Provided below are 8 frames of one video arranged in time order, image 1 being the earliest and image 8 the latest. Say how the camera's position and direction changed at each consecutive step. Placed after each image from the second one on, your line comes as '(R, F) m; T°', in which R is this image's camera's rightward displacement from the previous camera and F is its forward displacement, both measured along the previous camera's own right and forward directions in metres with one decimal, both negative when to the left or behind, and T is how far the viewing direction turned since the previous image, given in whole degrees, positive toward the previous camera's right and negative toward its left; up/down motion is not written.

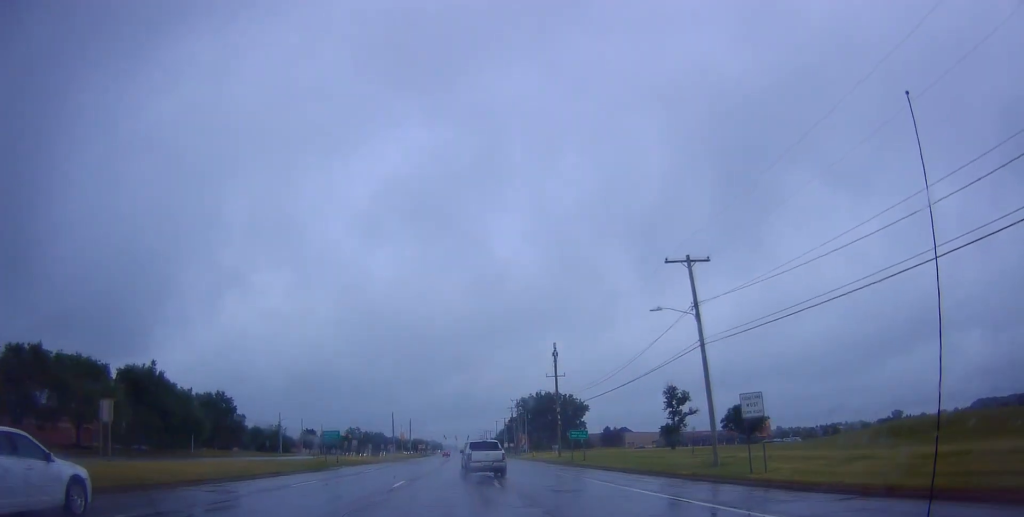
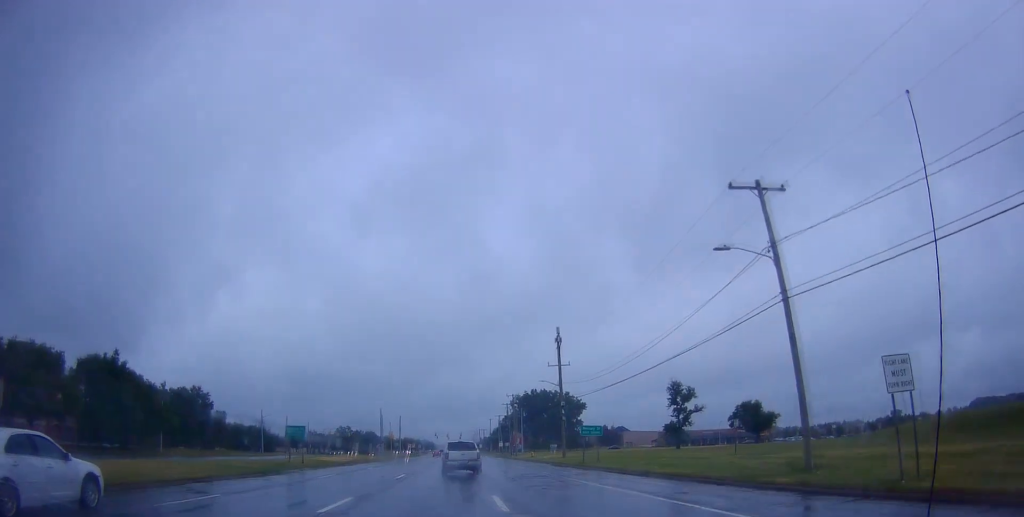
(-0.1, +7.9) m; 0°
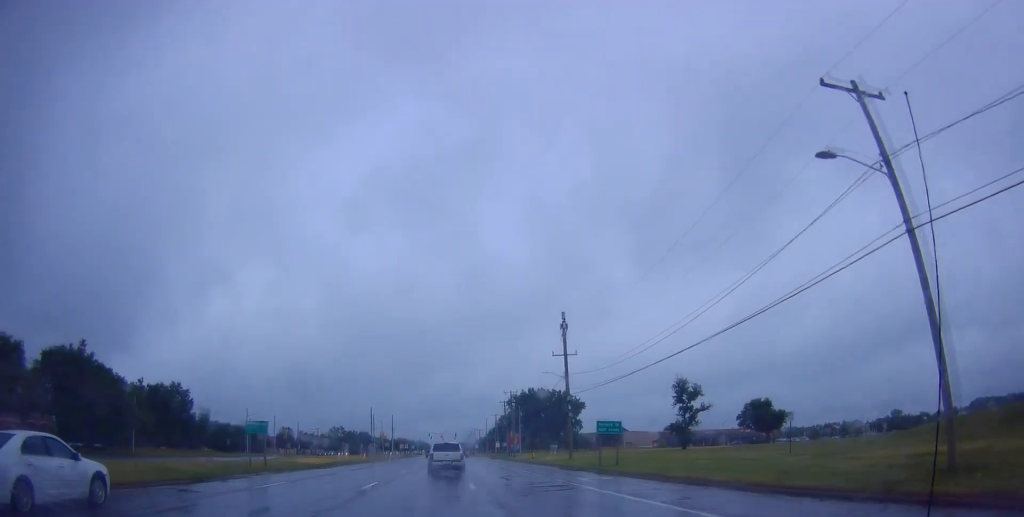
(+0.3, +6.6) m; 0°
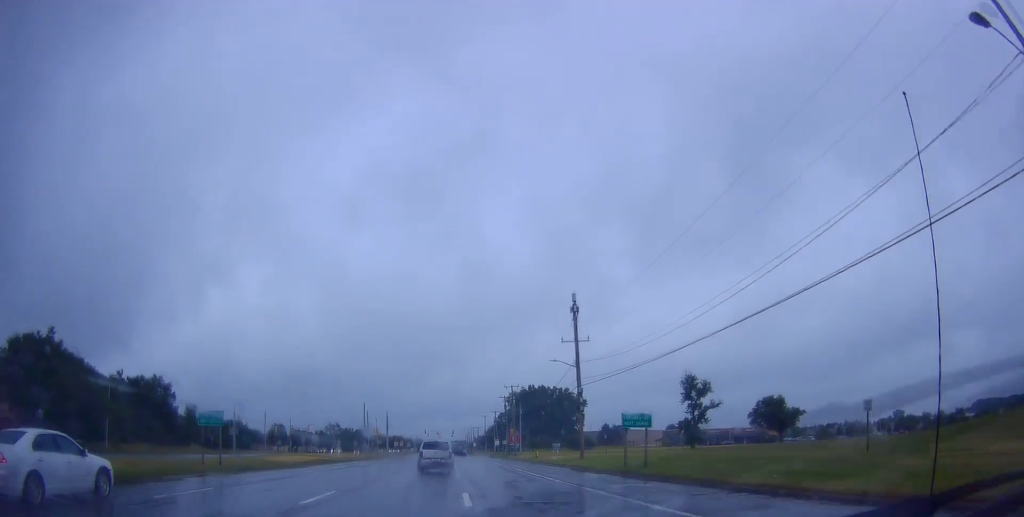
(-0.2, +6.4) m; -1°
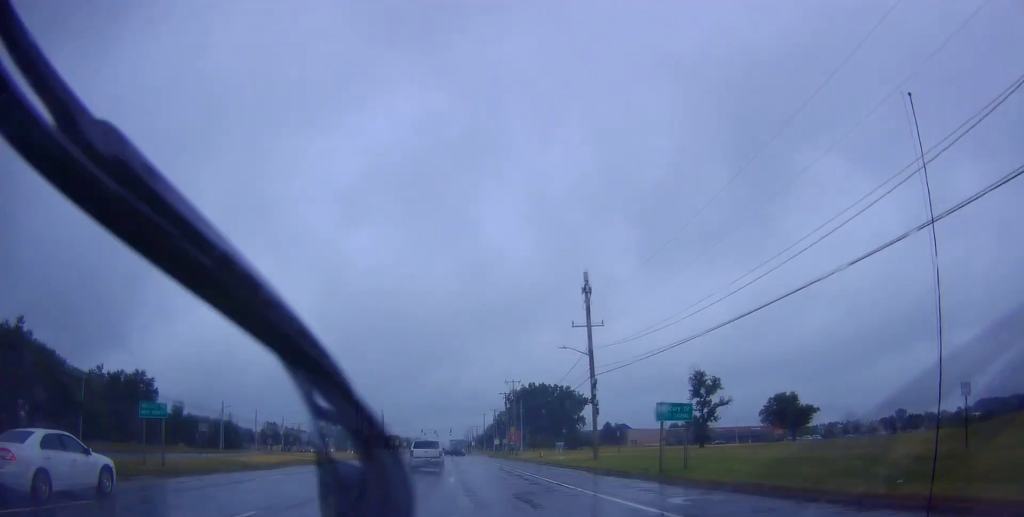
(-0.1, +5.7) m; -1°
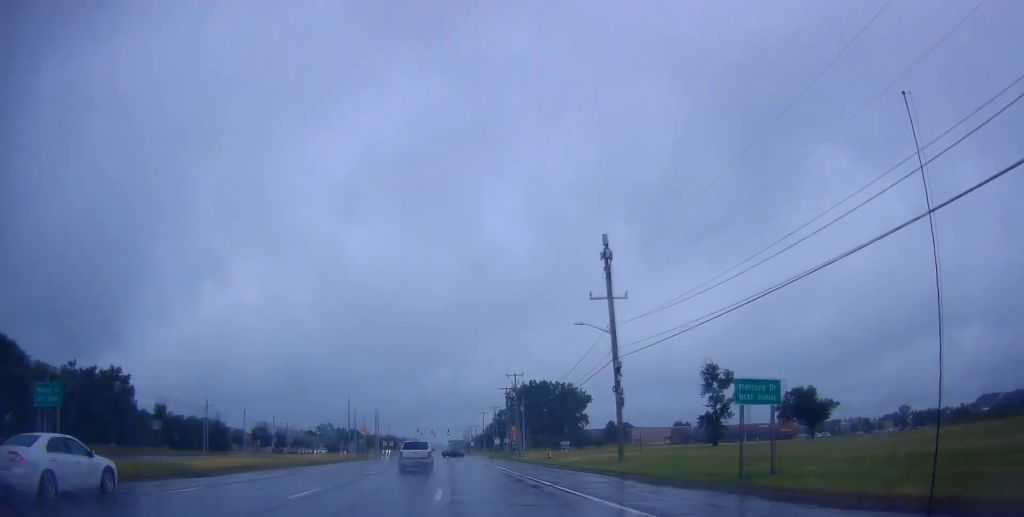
(0.0, +7.4) m; 0°
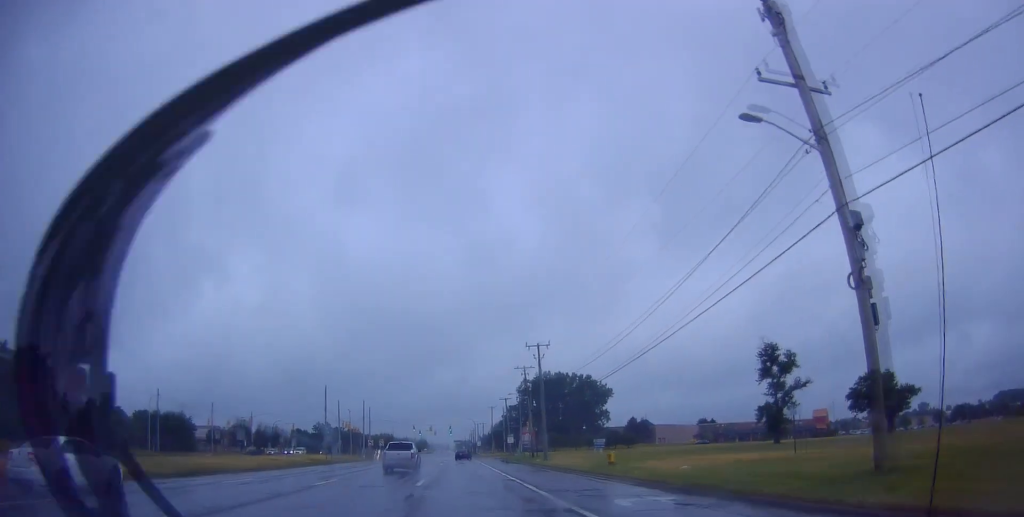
(+0.1, +22.1) m; +2°
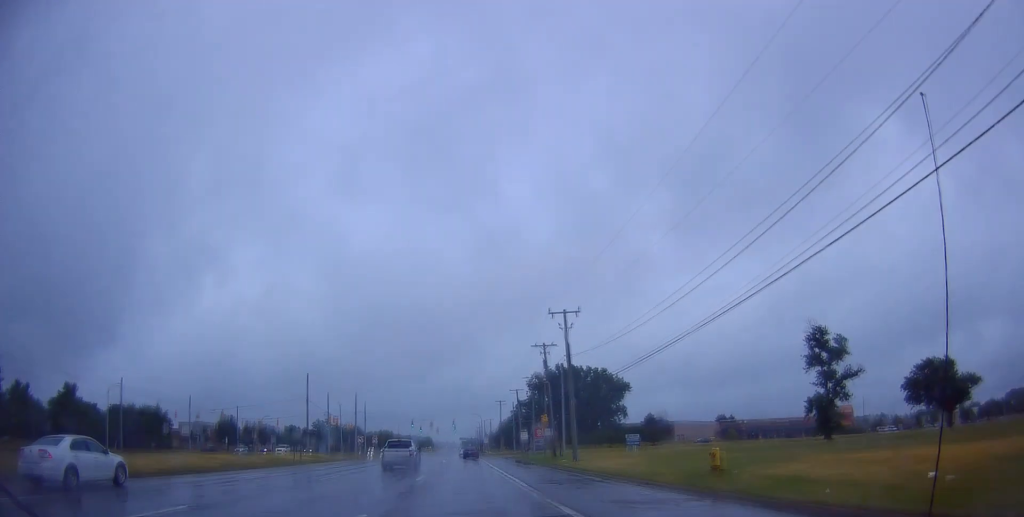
(+0.5, +13.4) m; 0°
